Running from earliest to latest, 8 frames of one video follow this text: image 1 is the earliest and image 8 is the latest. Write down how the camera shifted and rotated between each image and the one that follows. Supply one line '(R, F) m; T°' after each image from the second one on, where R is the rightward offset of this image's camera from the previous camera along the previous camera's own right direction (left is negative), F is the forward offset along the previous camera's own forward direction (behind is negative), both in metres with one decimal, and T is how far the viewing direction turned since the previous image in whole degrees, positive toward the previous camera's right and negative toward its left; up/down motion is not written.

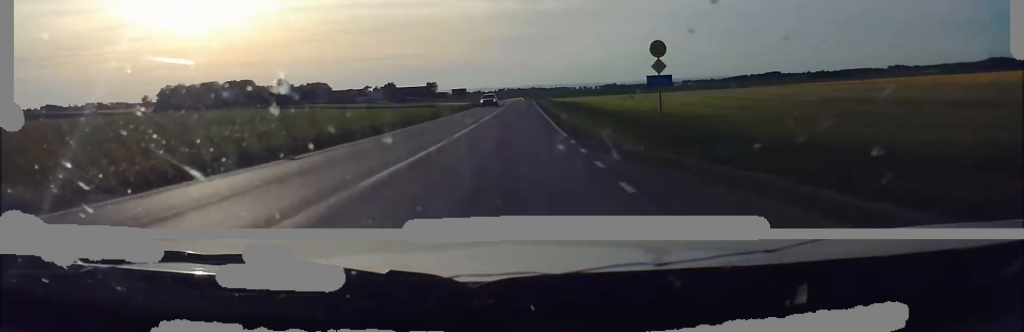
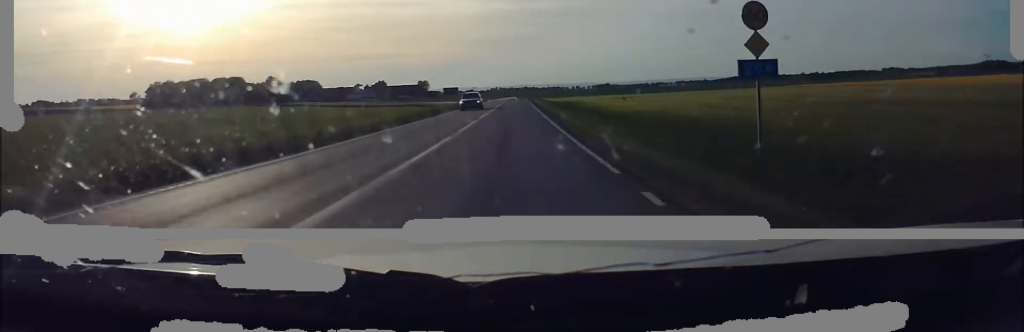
(0.0, +9.7) m; 0°
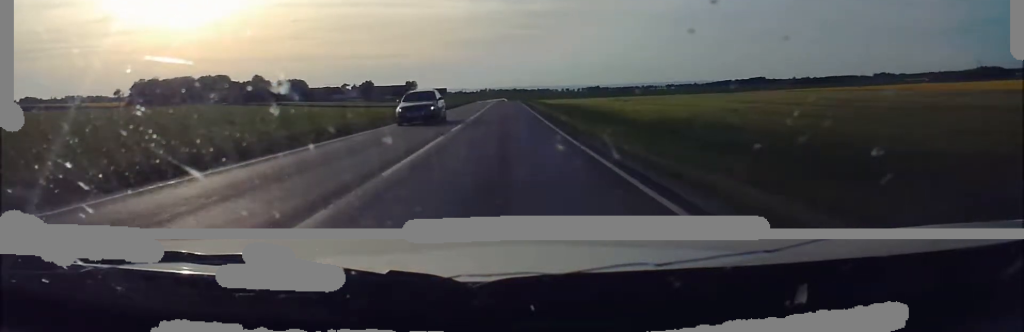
(0.0, +12.9) m; 0°
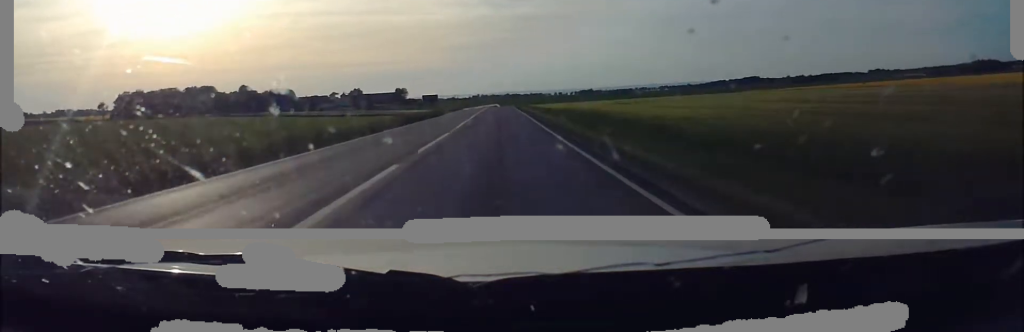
(0.0, +18.2) m; +1°
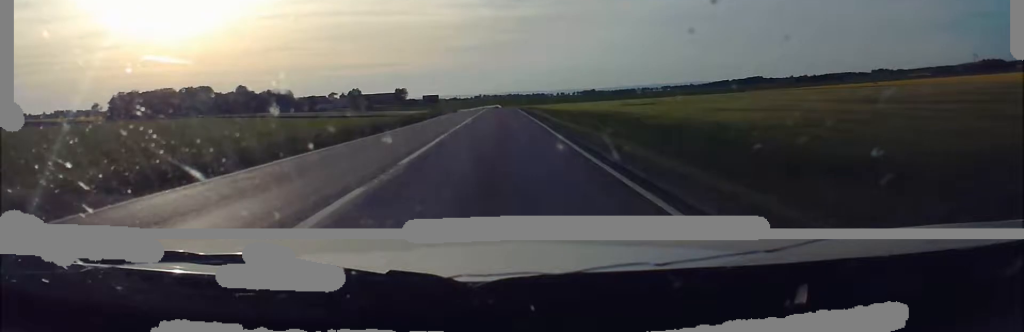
(+0.2, +14.4) m; +1°
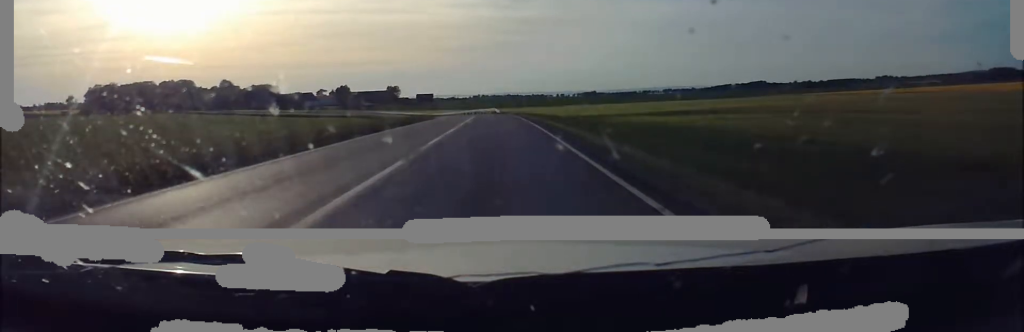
(-0.3, +43.7) m; -1°
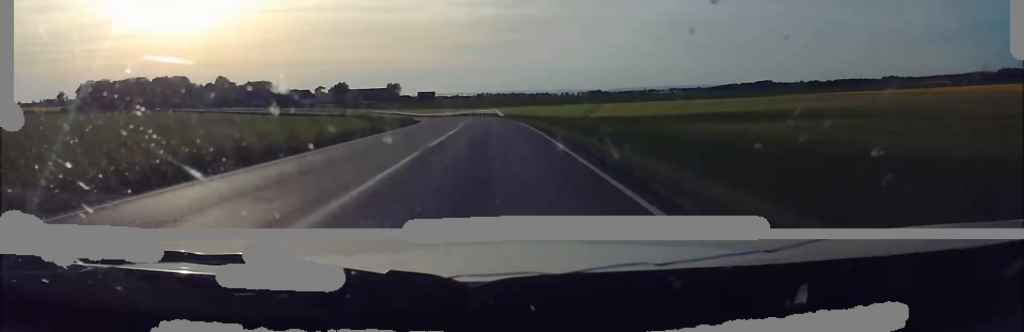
(0.0, +21.9) m; 0°
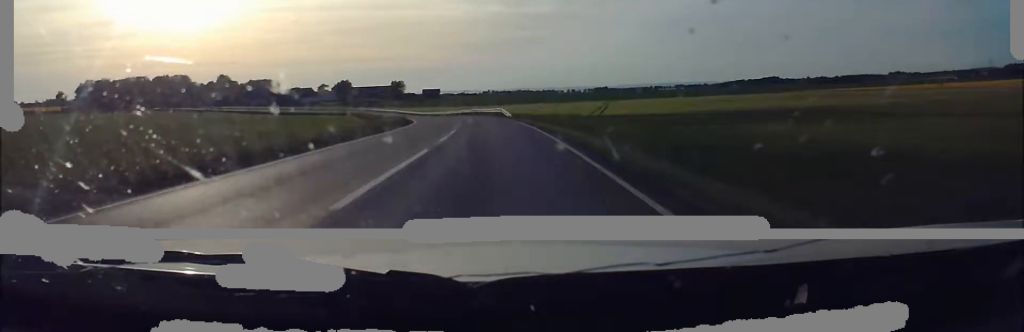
(0.0, +10.3) m; 0°
